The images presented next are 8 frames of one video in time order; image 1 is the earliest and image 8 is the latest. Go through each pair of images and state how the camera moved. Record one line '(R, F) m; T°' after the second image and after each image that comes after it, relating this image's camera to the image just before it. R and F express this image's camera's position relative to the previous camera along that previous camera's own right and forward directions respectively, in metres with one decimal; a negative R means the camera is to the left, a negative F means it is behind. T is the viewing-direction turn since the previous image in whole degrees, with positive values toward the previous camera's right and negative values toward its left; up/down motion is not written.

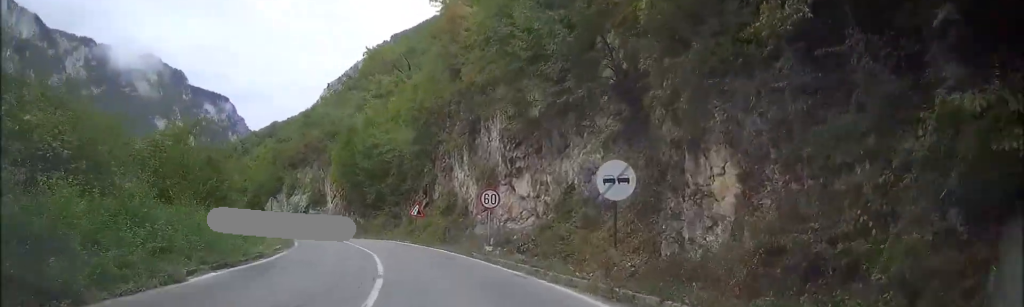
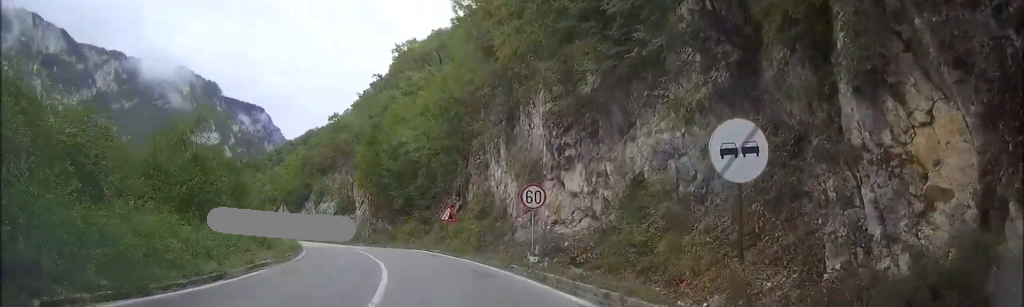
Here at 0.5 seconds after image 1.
(-0.2, +6.0) m; -3°
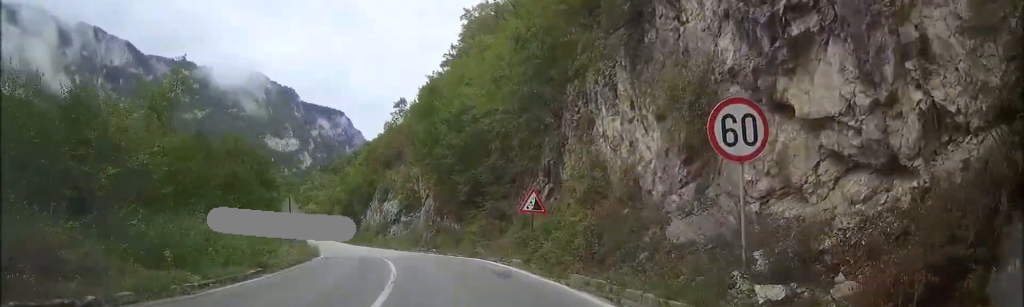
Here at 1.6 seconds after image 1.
(-0.7, +14.0) m; -7°
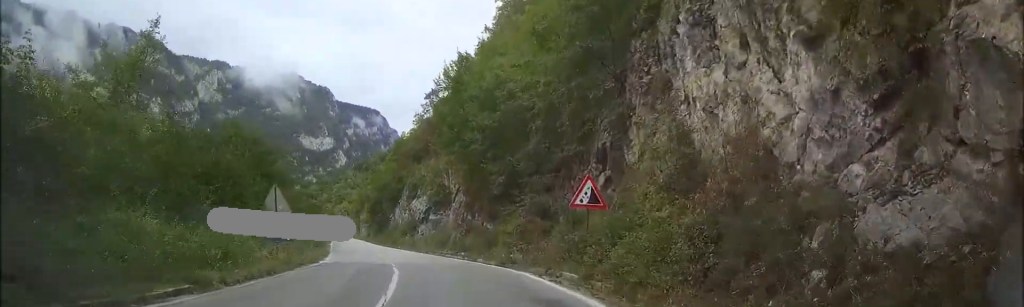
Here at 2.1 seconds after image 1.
(-0.3, +6.4) m; -4°
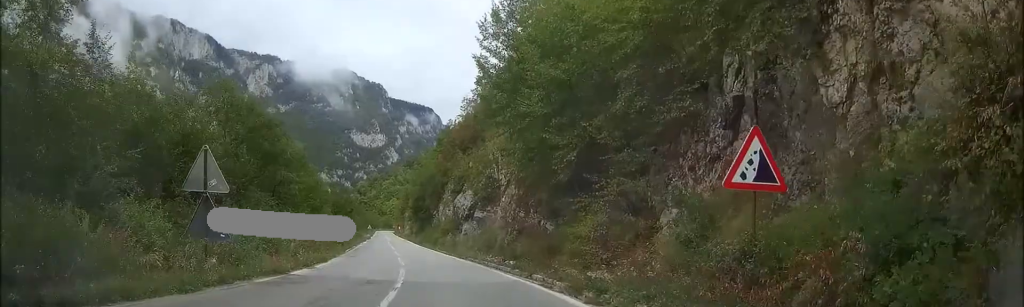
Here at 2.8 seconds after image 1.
(-0.3, +9.5) m; -6°
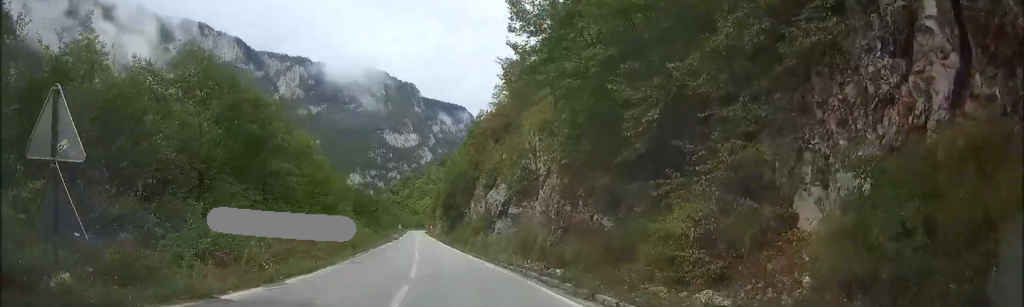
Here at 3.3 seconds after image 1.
(-0.5, +6.6) m; -3°
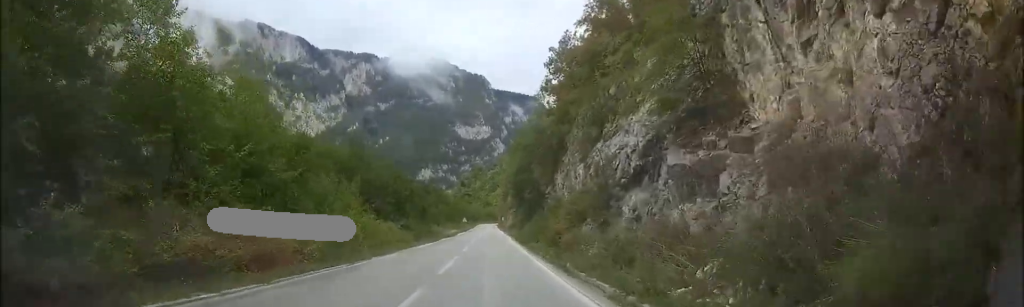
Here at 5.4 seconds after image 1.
(-2.5, +27.4) m; -8°
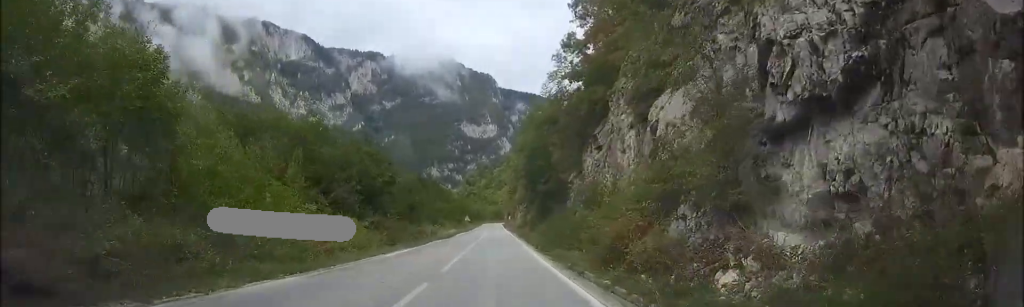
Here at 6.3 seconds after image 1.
(-0.2, +13.1) m; -1°
